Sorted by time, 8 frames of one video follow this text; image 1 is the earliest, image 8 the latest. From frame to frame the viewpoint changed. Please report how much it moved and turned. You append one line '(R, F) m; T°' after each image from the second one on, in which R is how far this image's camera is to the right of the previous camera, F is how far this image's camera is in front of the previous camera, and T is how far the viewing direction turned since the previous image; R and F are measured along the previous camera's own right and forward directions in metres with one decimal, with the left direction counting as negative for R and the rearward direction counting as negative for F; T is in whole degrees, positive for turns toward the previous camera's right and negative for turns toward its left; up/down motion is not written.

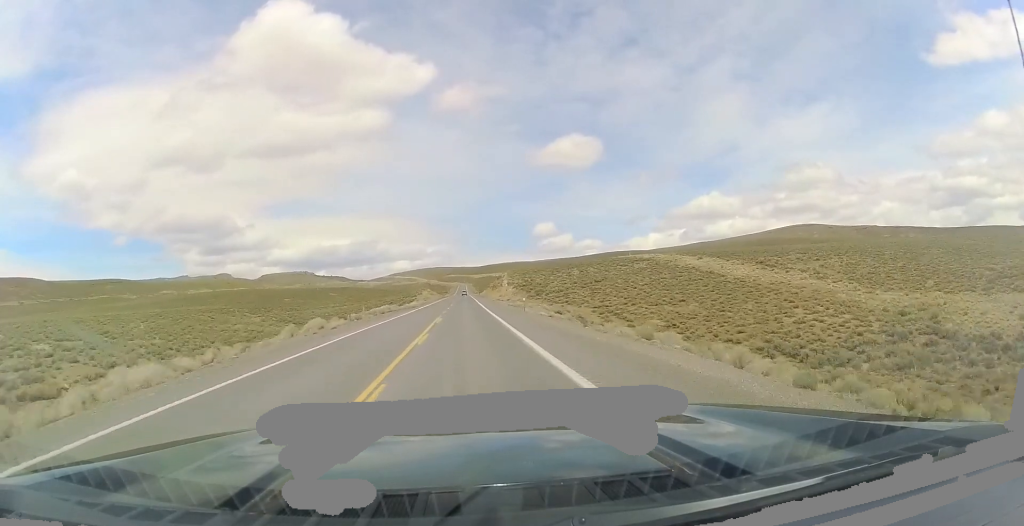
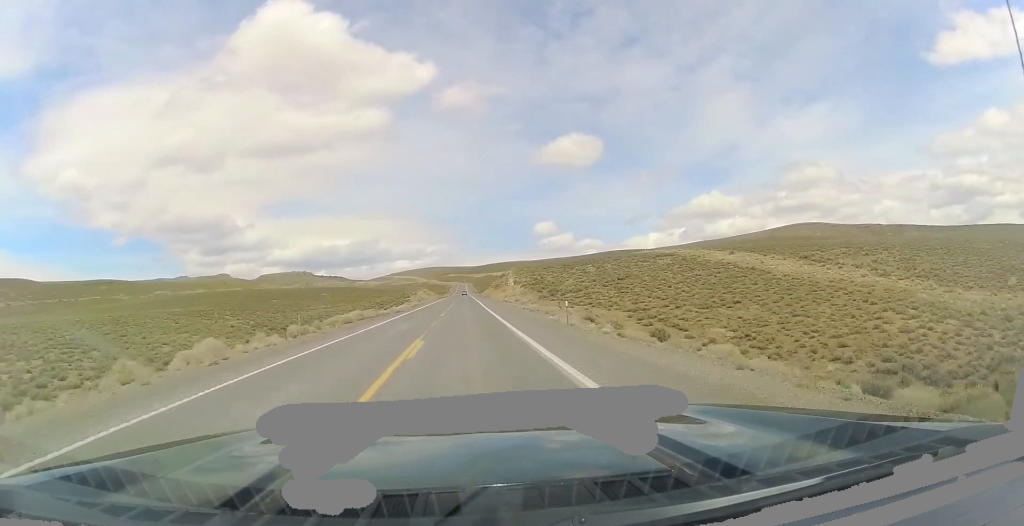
(+0.1, +16.0) m; 0°
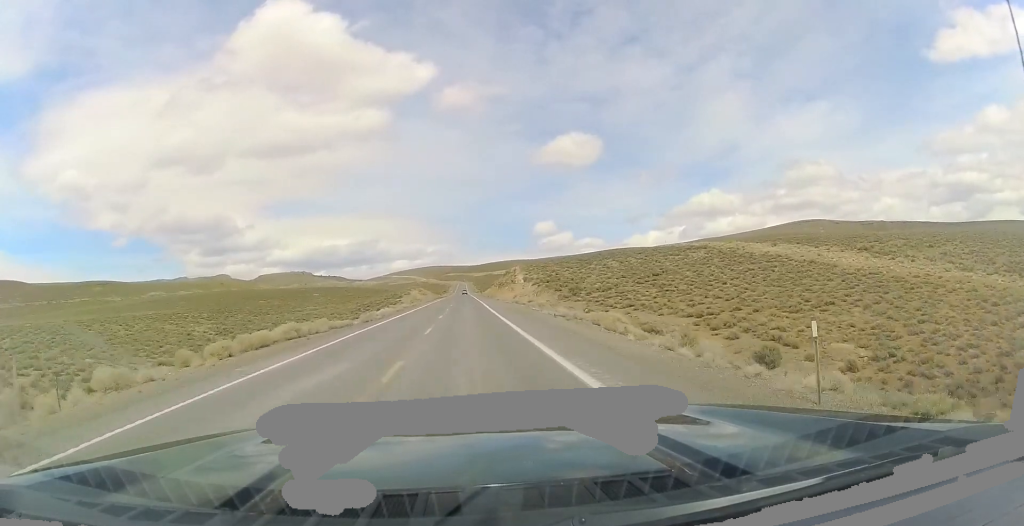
(0.0, +17.0) m; 0°
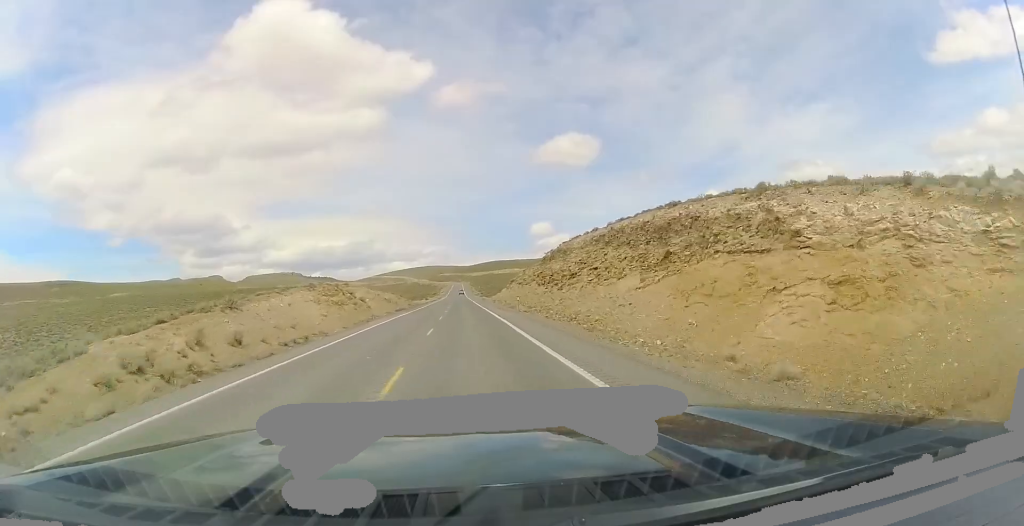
(0.0, +86.5) m; +1°
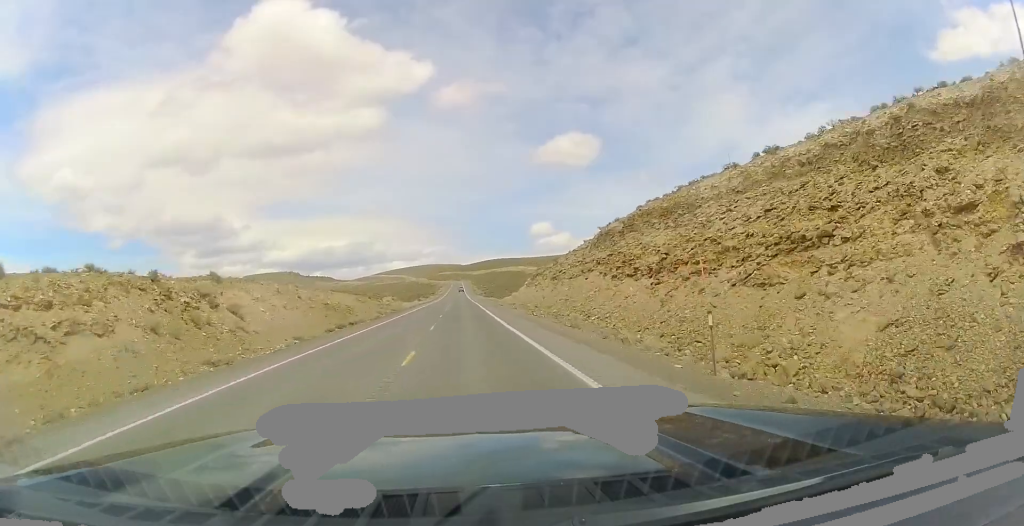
(+0.2, +33.3) m; 0°
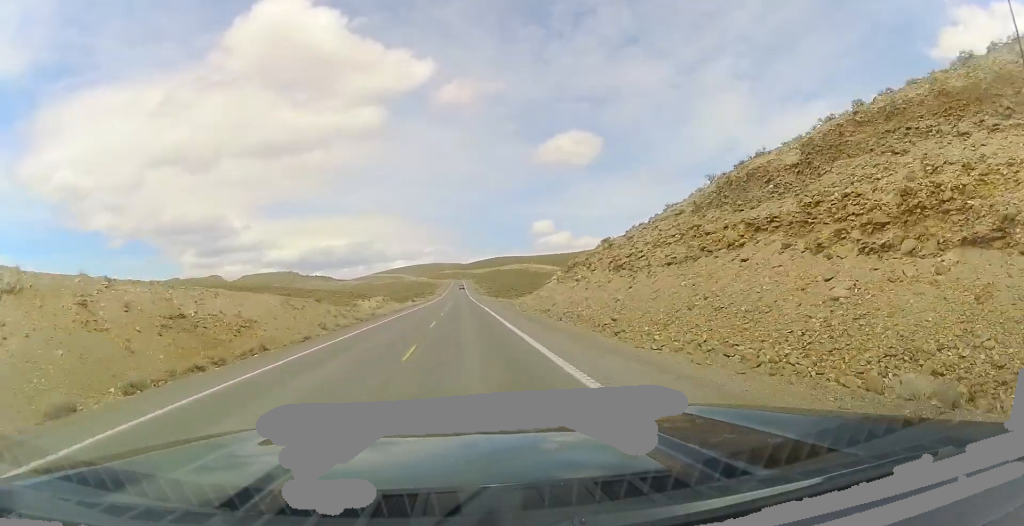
(-0.1, +23.7) m; 0°
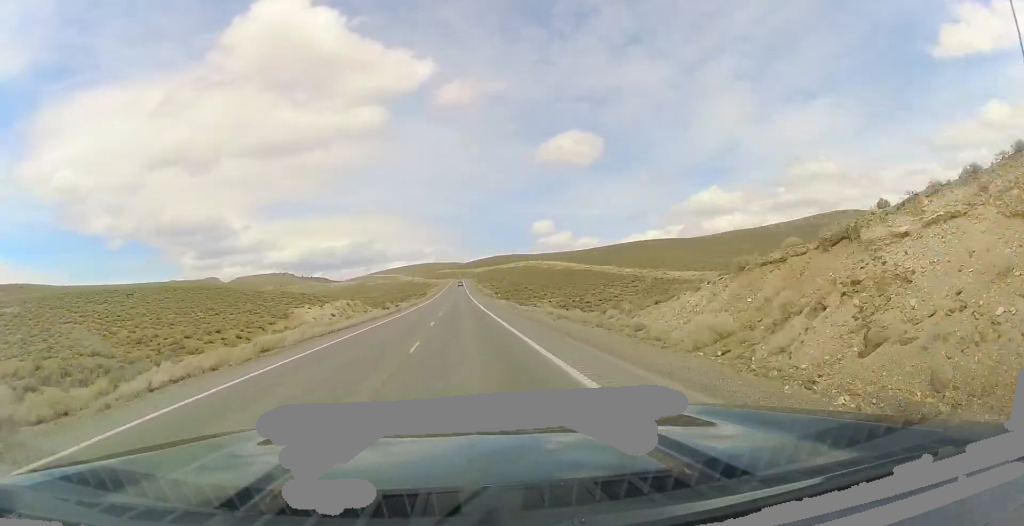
(-0.2, +47.6) m; -1°
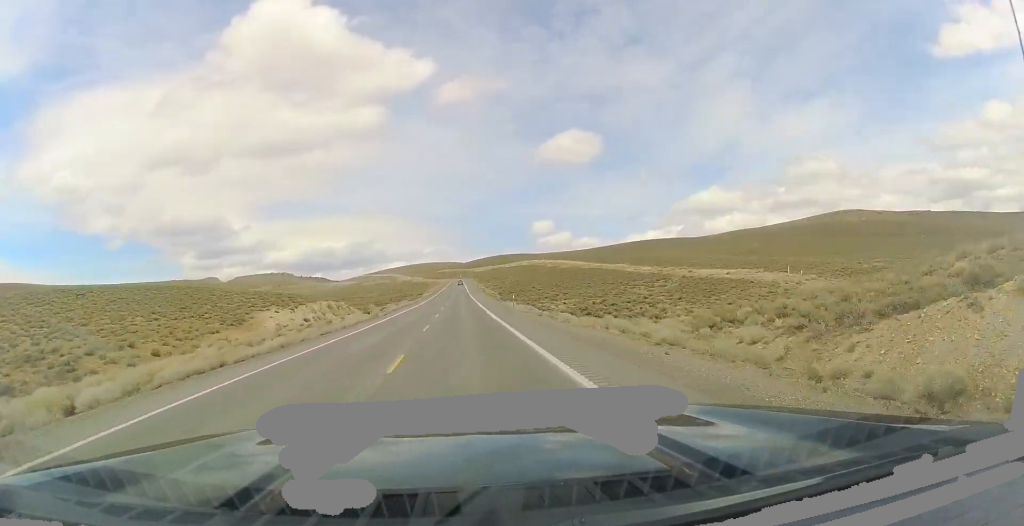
(0.0, +16.2) m; 0°
